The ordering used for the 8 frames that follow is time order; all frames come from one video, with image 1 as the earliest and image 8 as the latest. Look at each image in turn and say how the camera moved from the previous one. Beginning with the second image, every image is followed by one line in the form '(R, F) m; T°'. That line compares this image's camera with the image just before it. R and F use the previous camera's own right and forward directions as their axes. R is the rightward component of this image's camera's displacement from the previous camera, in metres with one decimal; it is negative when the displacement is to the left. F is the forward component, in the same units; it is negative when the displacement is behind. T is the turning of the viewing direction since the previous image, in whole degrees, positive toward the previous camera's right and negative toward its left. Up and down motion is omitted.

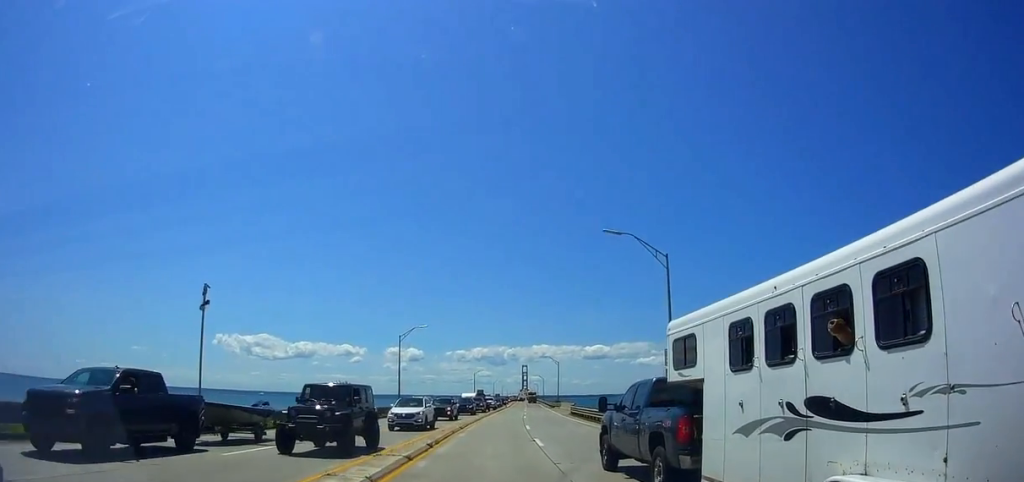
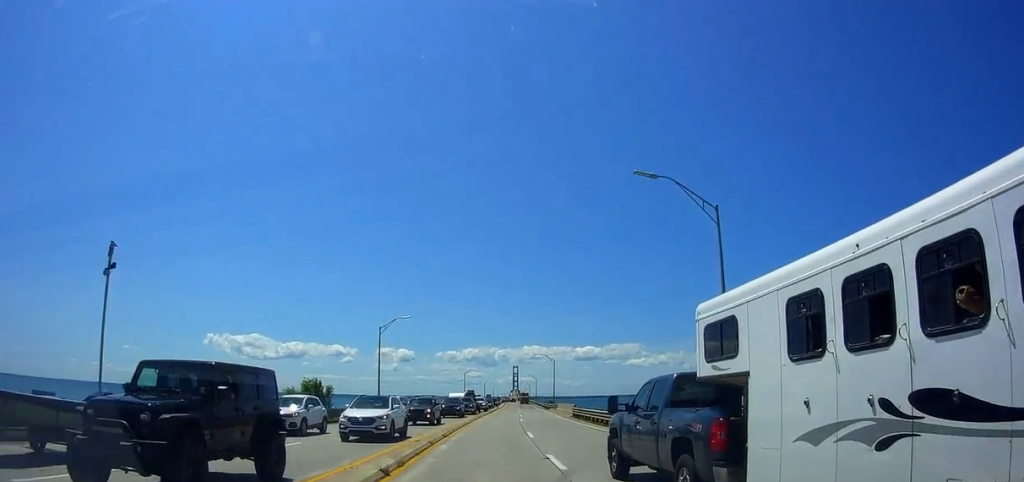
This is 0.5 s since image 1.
(0.0, +7.2) m; +1°
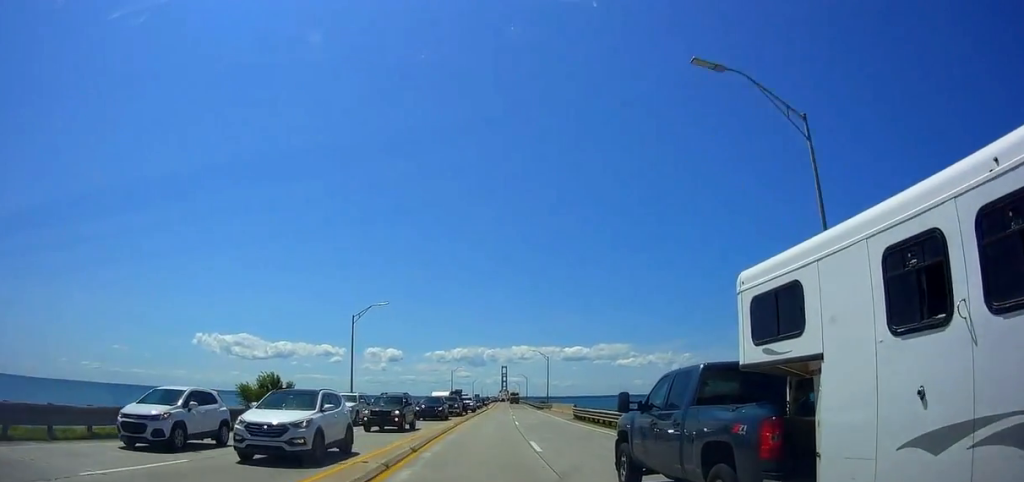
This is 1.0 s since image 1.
(-0.1, +7.2) m; +1°
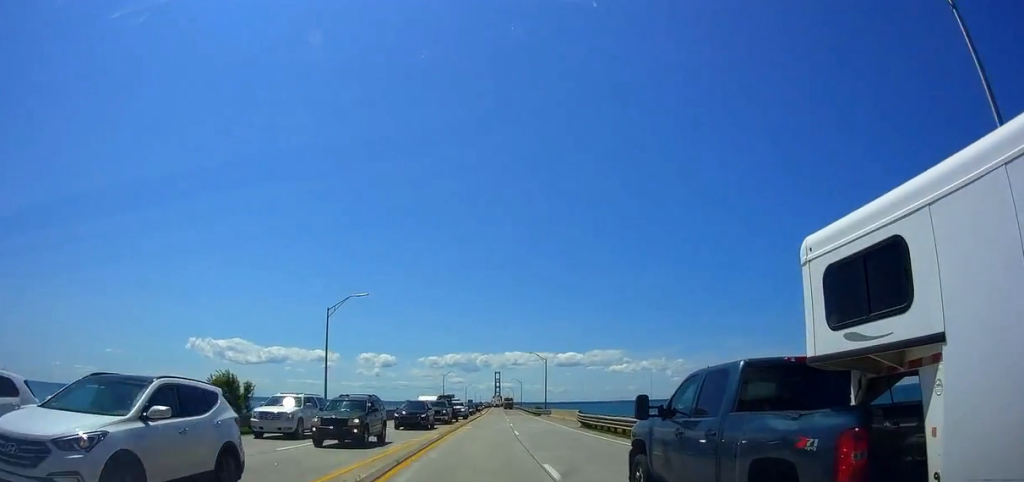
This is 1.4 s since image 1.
(+0.3, +6.4) m; 0°
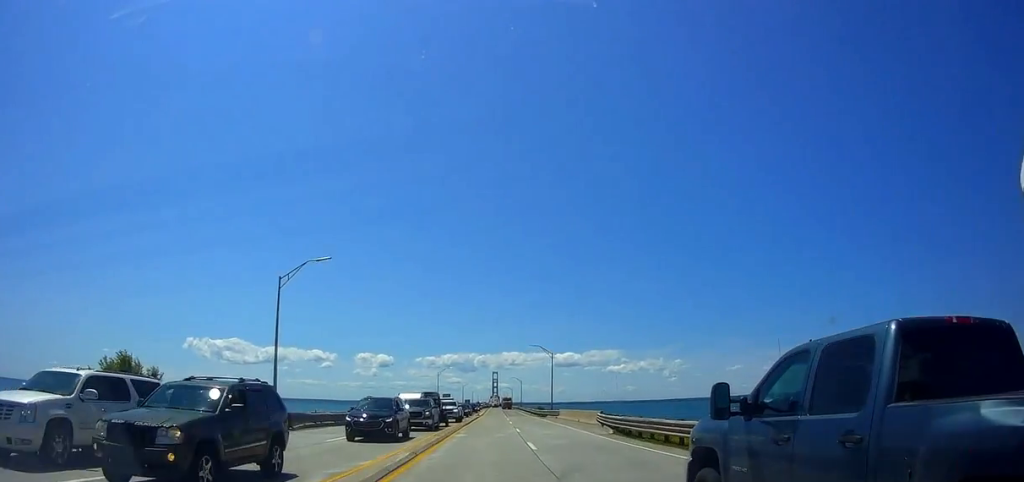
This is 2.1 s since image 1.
(+0.2, +10.5) m; 0°
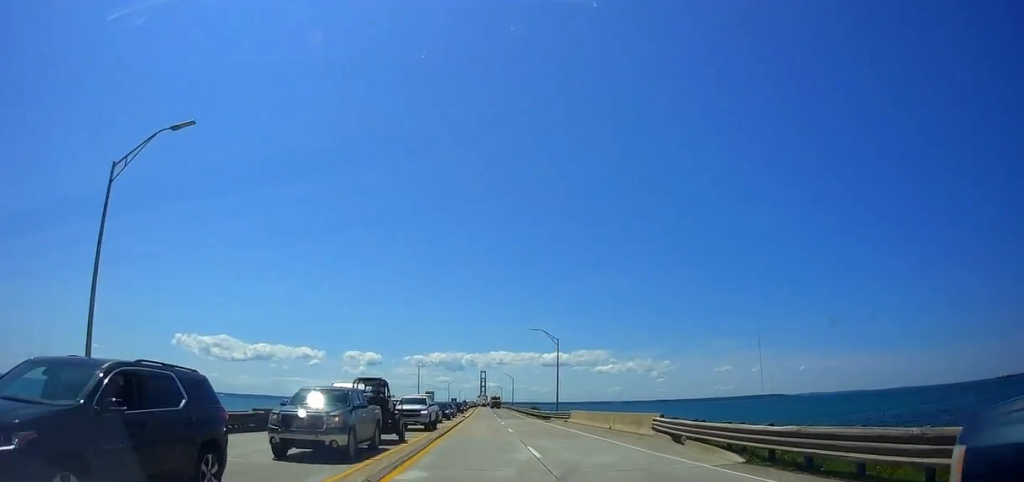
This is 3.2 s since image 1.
(-0.3, +16.6) m; +1°
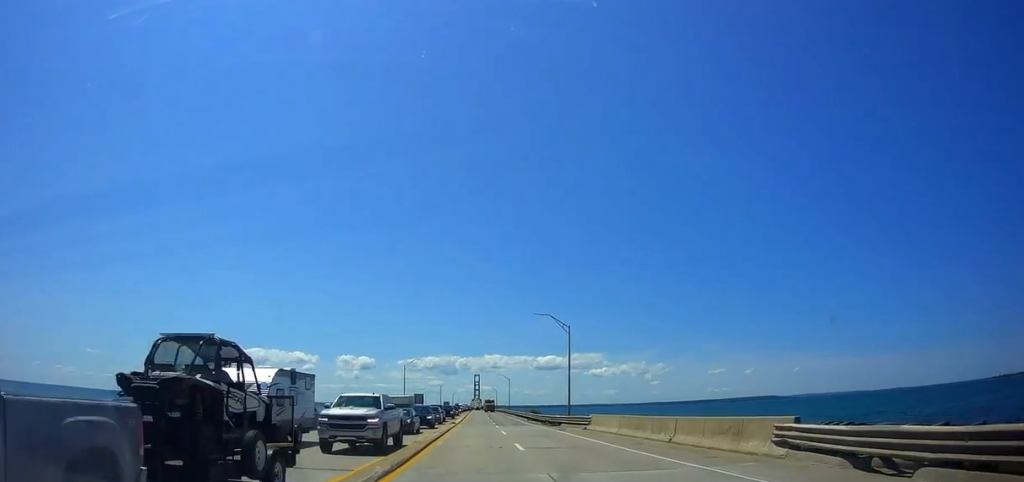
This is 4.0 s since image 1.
(+0.3, +12.1) m; +3°
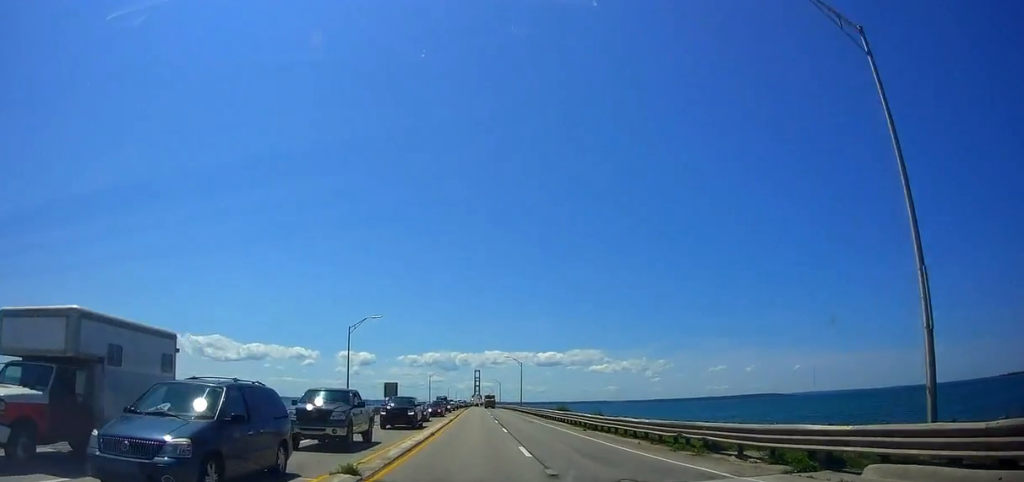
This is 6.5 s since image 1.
(-0.5, +41.4) m; -1°
